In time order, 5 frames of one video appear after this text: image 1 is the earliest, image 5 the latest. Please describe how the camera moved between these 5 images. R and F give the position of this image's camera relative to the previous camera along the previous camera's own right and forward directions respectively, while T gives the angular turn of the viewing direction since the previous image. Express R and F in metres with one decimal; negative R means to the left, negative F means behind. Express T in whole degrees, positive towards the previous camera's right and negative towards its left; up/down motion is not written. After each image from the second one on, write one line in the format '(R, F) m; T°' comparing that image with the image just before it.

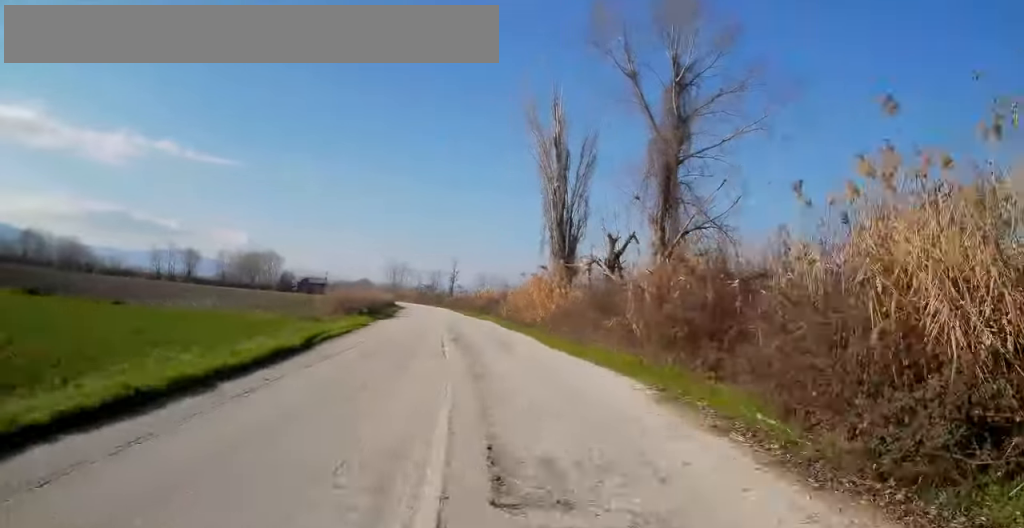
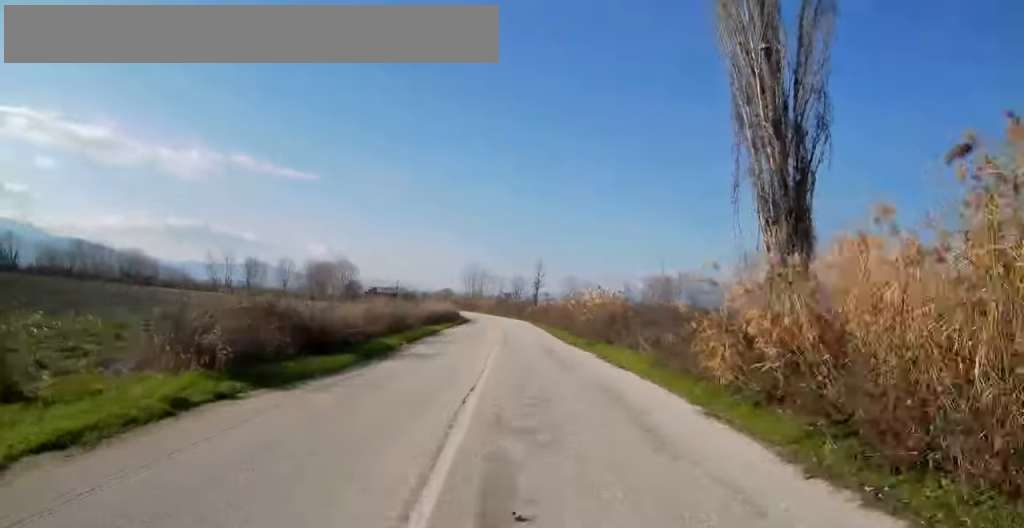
(-3.0, +29.9) m; -9°
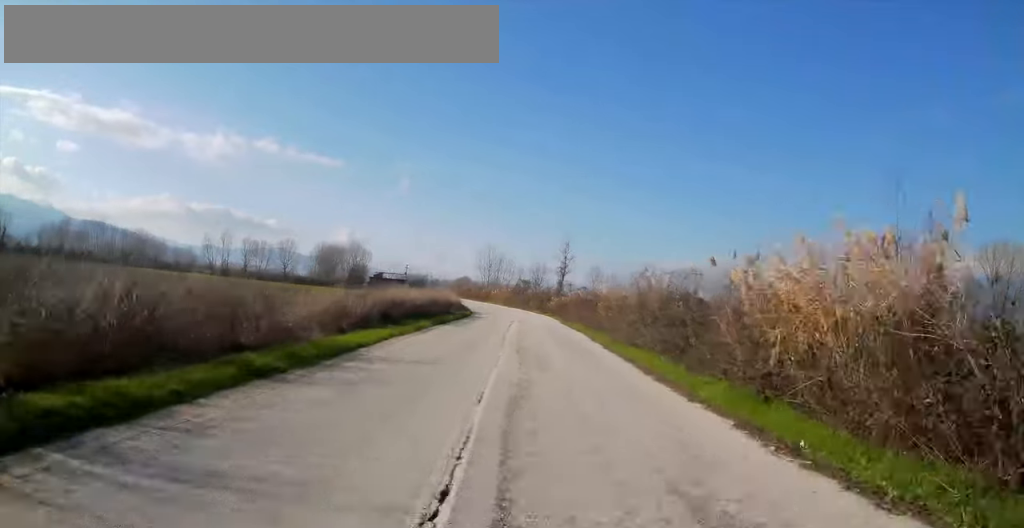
(0.0, +23.5) m; +1°
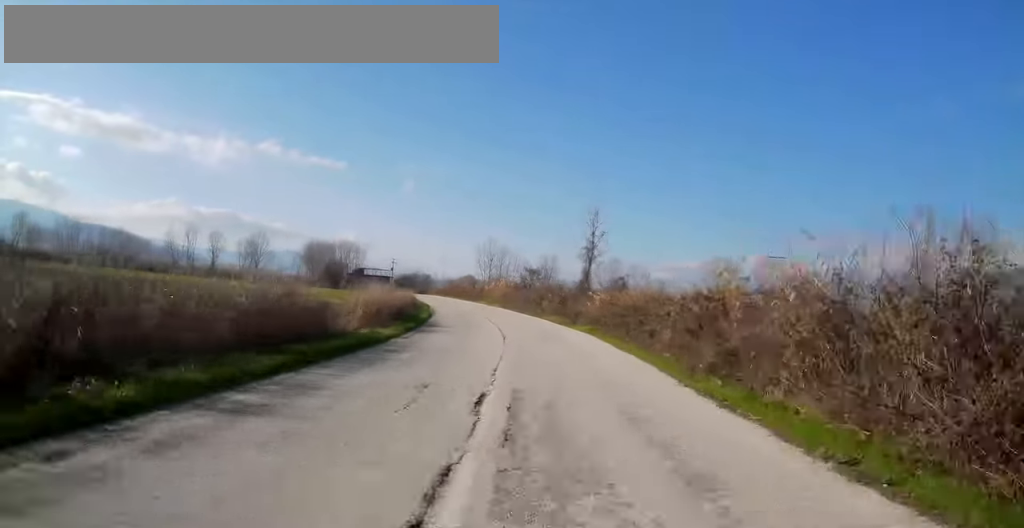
(-0.2, +35.0) m; 0°
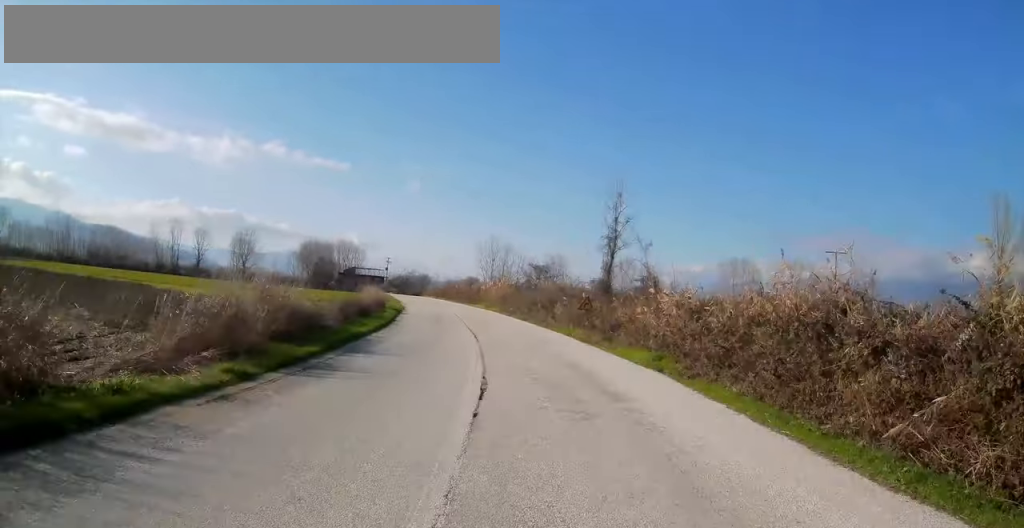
(0.0, +14.8) m; -1°
